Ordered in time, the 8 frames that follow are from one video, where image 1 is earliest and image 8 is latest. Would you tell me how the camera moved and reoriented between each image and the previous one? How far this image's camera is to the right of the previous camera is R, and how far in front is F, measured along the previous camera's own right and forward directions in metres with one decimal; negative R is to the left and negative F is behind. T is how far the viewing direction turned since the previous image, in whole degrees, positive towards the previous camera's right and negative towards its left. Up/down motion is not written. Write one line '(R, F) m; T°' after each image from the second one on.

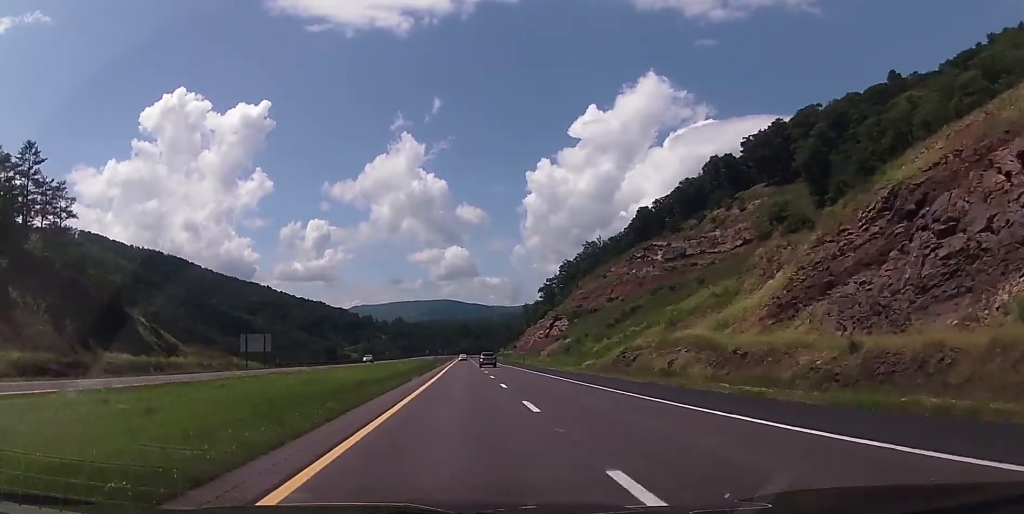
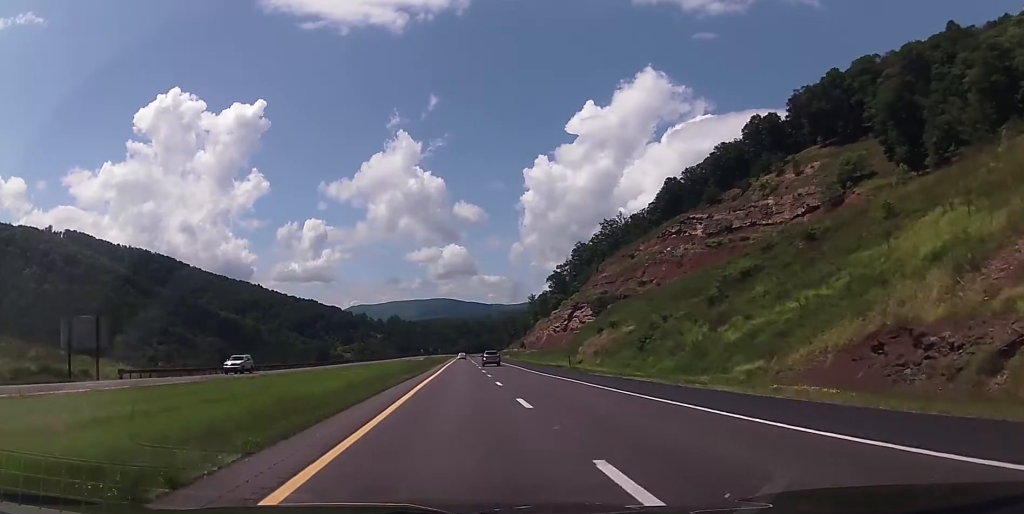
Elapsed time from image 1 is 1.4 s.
(0.0, +46.9) m; 0°
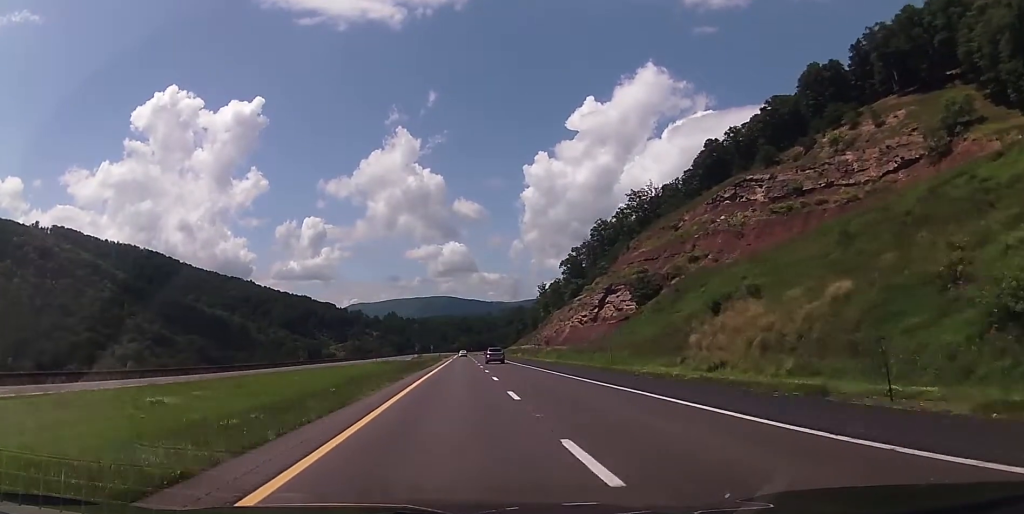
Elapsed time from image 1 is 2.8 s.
(0.0, +45.8) m; 0°
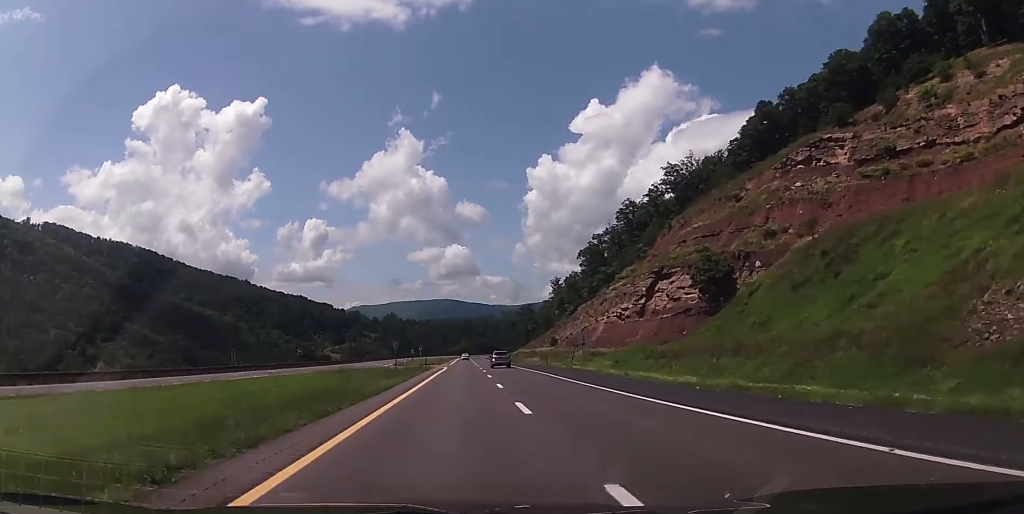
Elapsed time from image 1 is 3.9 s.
(0.0, +39.1) m; 0°
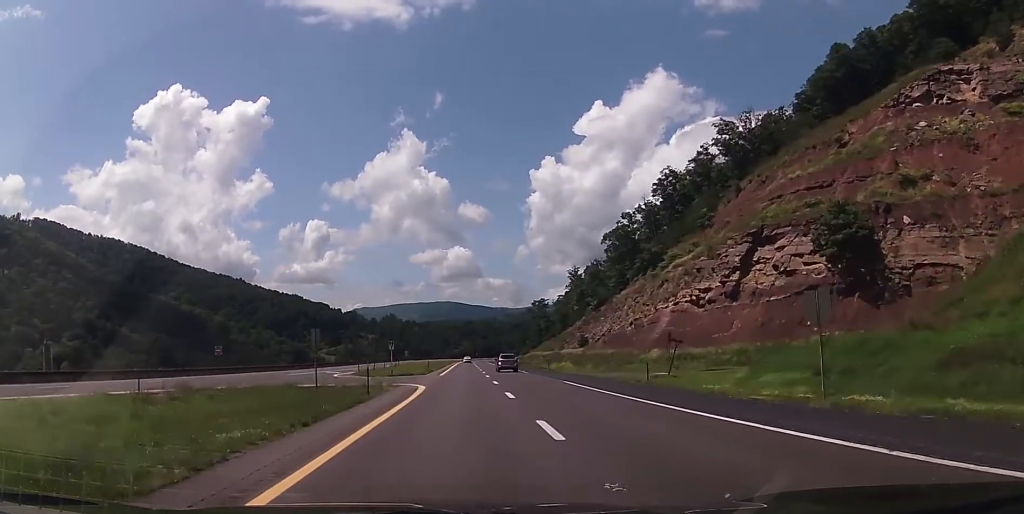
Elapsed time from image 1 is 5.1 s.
(-0.1, +40.1) m; 0°
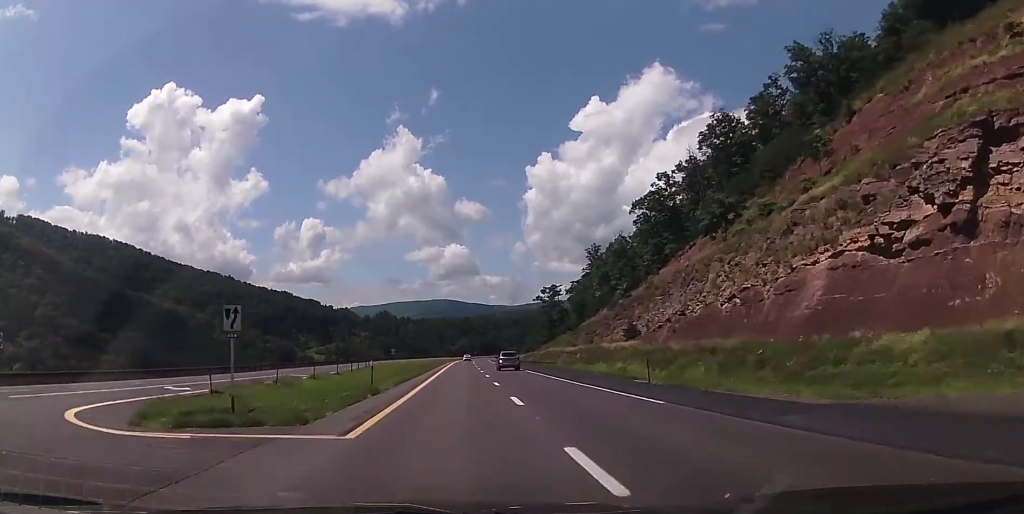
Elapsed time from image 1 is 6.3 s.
(0.0, +40.1) m; 0°
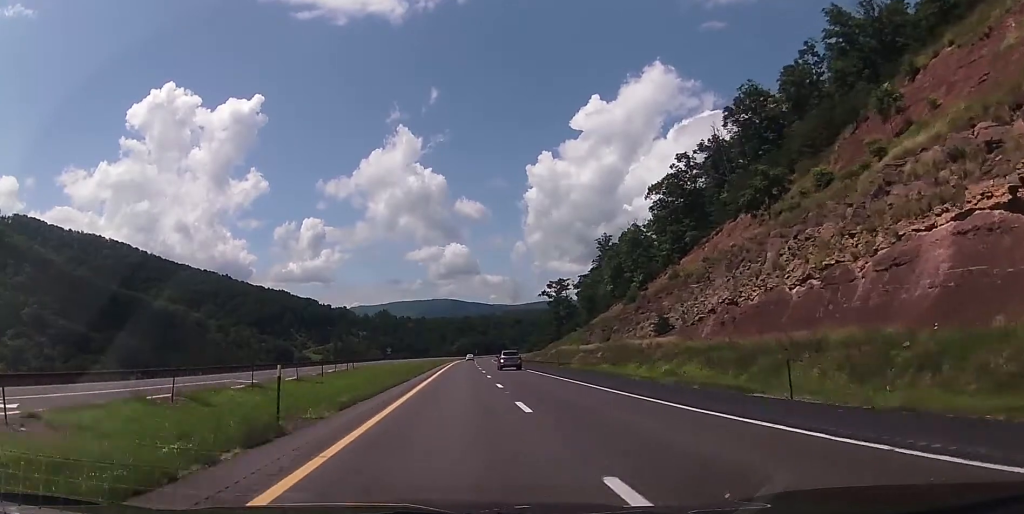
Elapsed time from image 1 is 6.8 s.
(0.0, +14.5) m; 0°
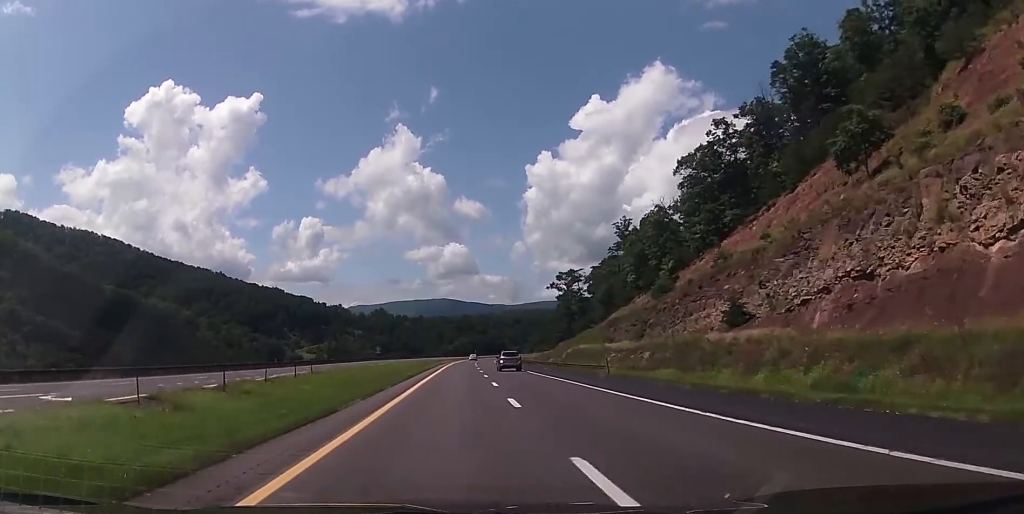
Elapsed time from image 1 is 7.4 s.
(0.0, +22.2) m; 0°
